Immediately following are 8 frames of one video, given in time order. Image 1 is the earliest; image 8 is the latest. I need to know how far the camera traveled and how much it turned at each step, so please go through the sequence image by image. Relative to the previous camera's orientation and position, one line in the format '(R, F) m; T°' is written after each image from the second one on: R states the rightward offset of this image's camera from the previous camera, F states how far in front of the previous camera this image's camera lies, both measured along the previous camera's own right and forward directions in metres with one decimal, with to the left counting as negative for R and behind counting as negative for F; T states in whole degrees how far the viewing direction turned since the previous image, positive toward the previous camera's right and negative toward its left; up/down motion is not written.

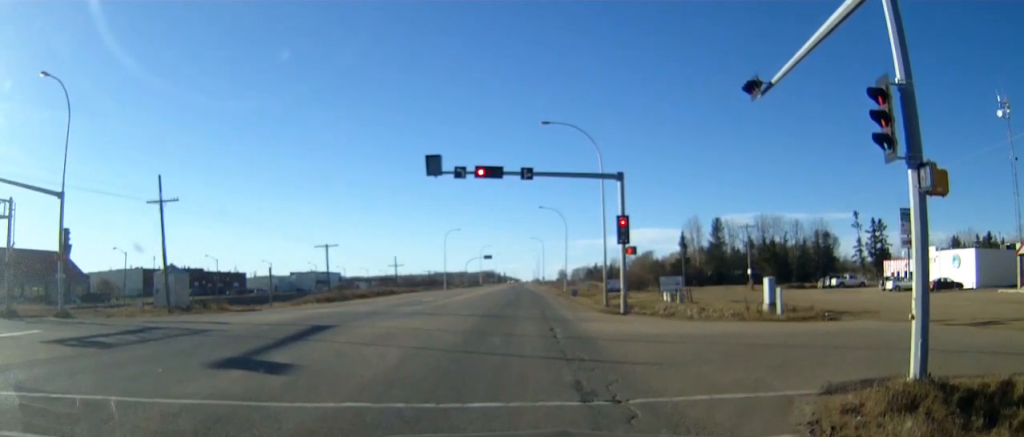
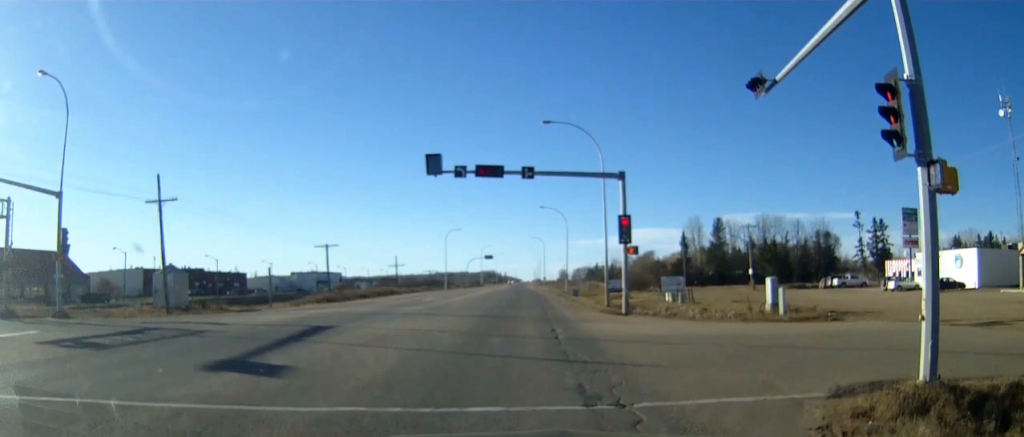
(0.0, 0.0) m; 0°
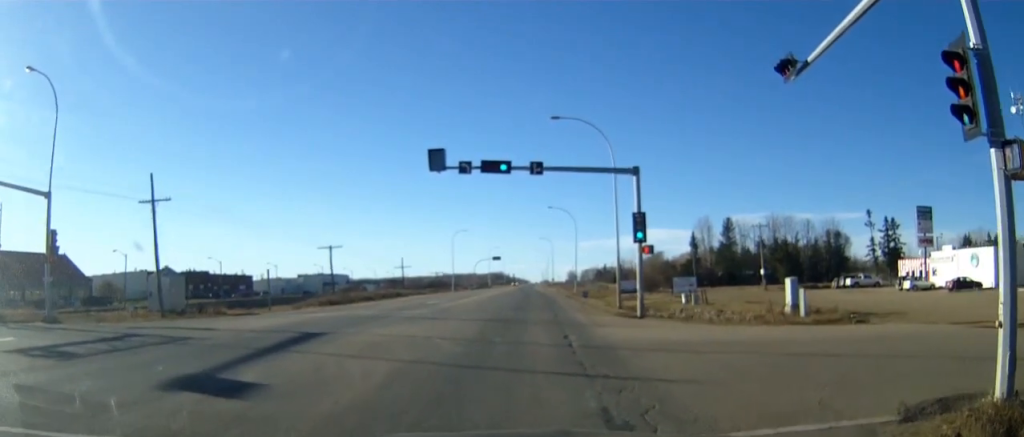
(0.0, 0.0) m; 0°
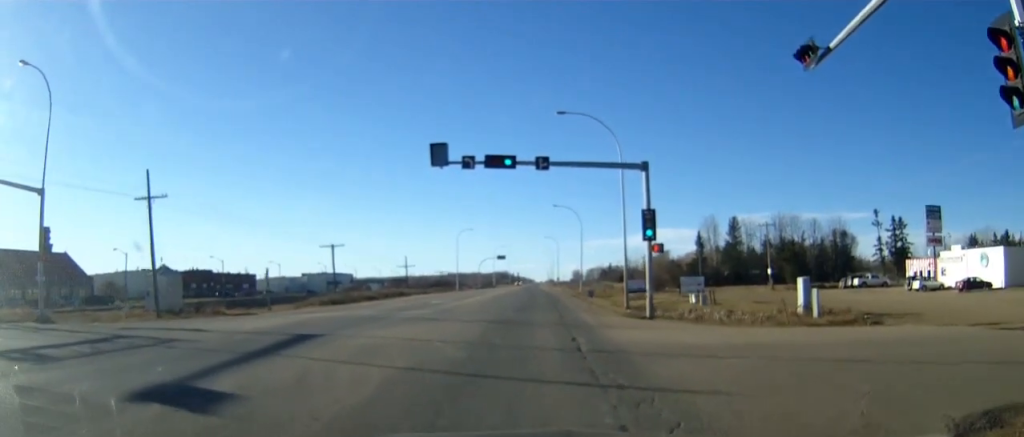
(0.0, 0.0) m; 0°
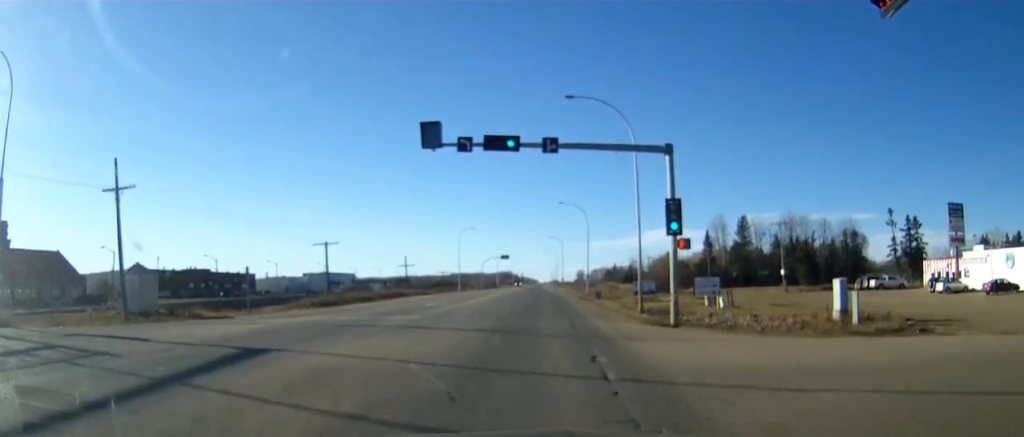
(0.0, +0.9) m; -1°
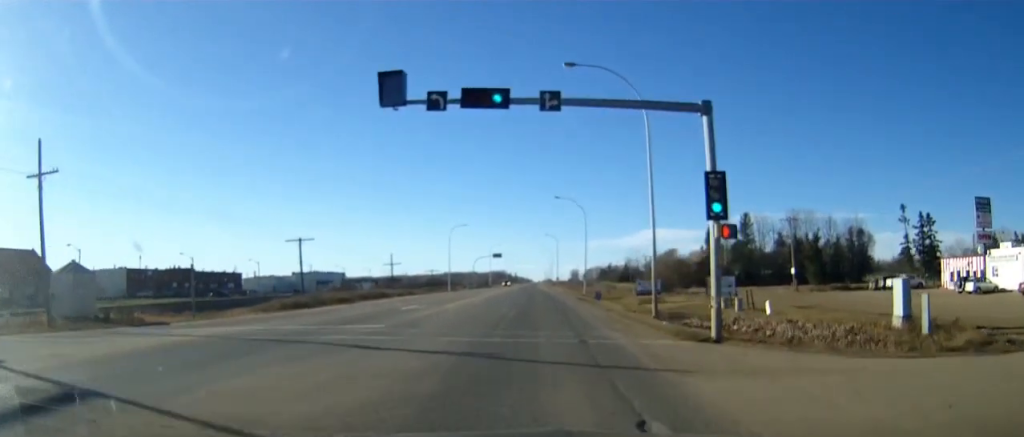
(-0.1, +4.5) m; -1°
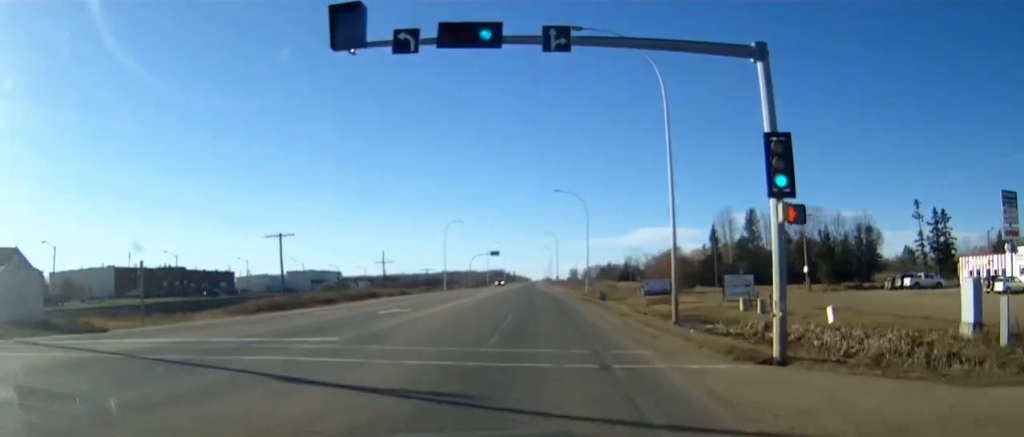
(0.0, +4.7) m; 0°
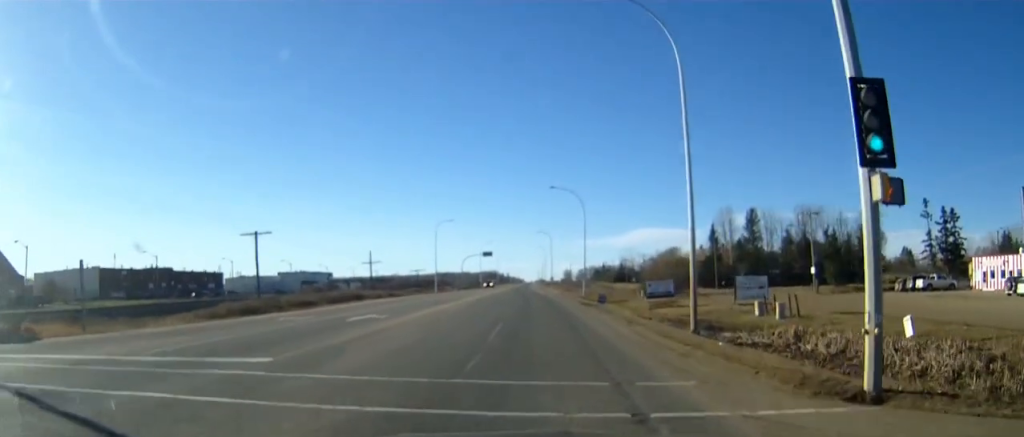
(0.0, +4.2) m; 0°
